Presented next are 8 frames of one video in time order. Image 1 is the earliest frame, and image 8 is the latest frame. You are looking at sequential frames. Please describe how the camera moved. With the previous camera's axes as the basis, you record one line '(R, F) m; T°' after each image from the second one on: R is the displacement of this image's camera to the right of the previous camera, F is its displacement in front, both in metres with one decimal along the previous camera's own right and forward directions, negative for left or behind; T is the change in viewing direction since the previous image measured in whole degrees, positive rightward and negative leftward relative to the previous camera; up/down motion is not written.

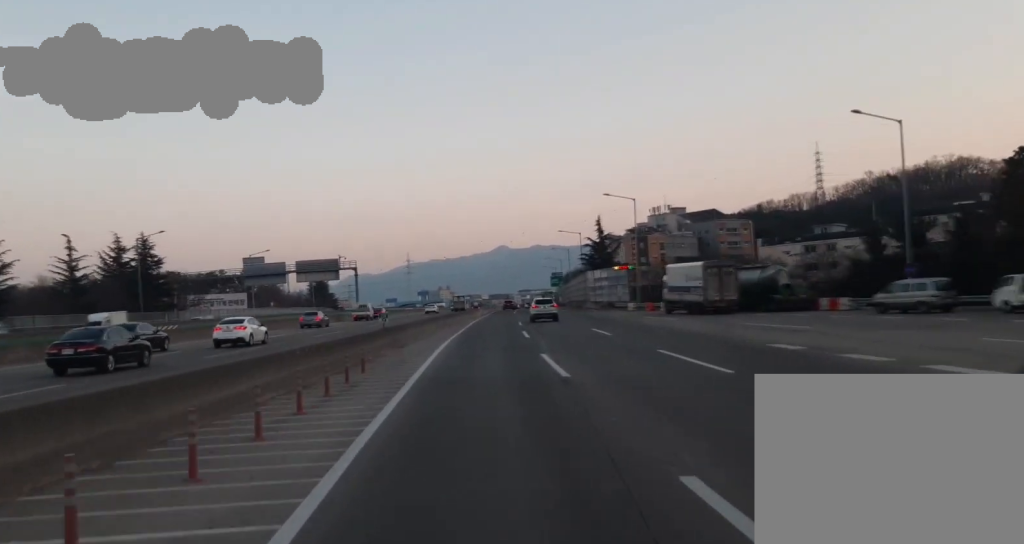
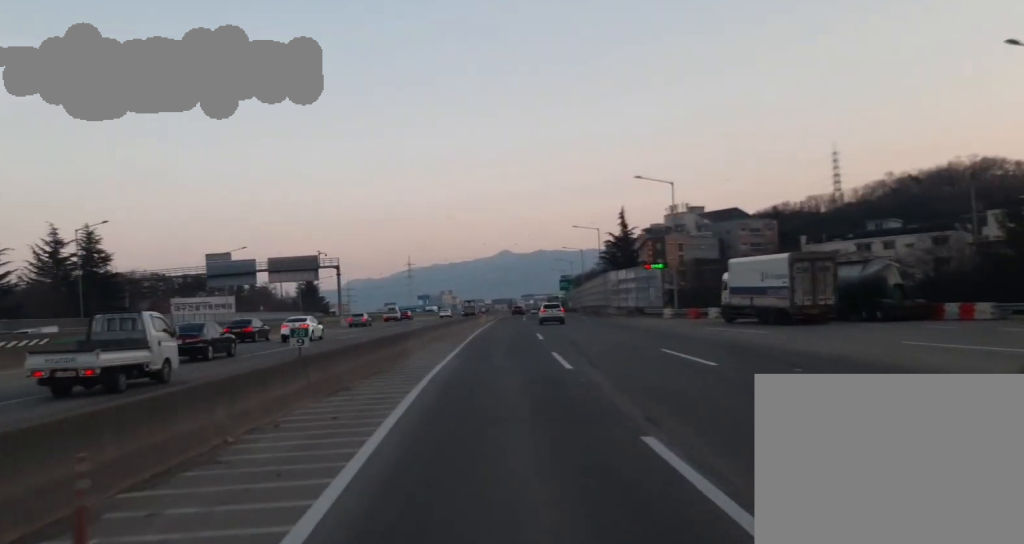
(0.0, +17.4) m; 0°
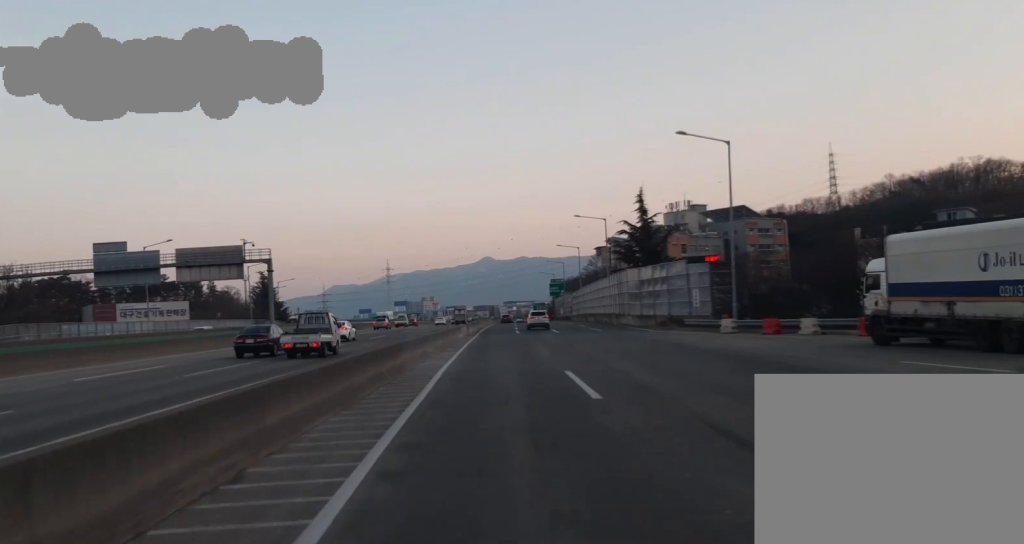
(0.0, +25.3) m; 0°
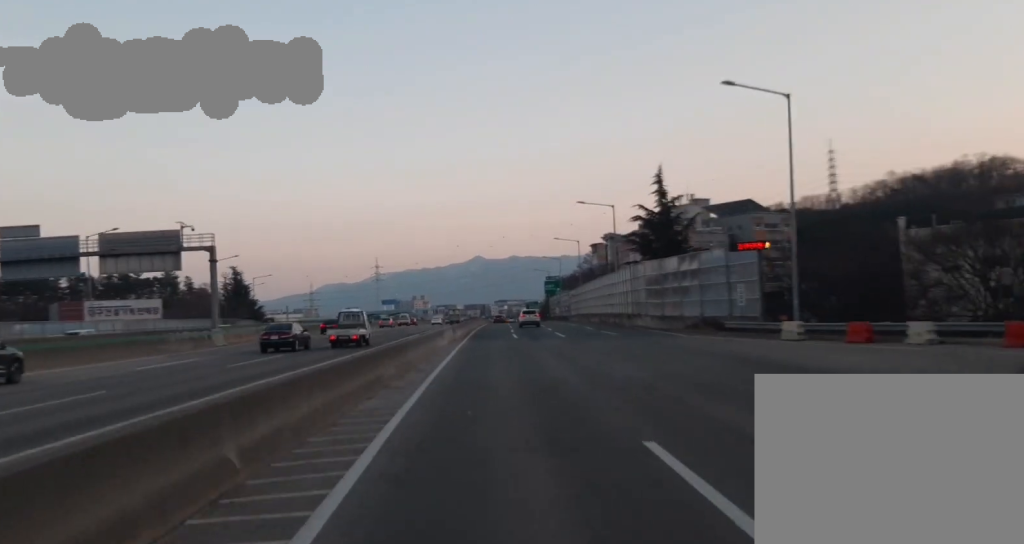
(0.0, +13.4) m; 0°
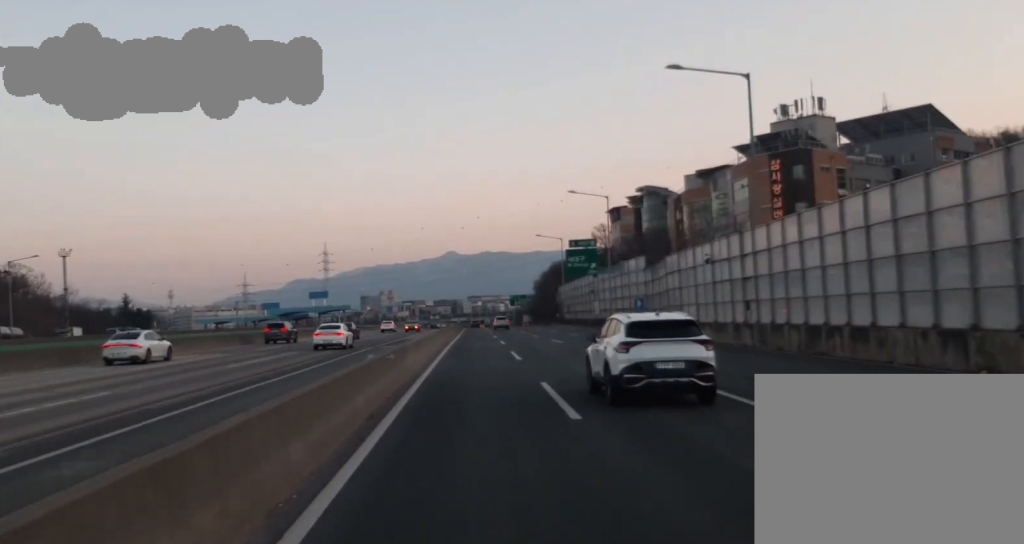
(+2.7, +97.4) m; +2°
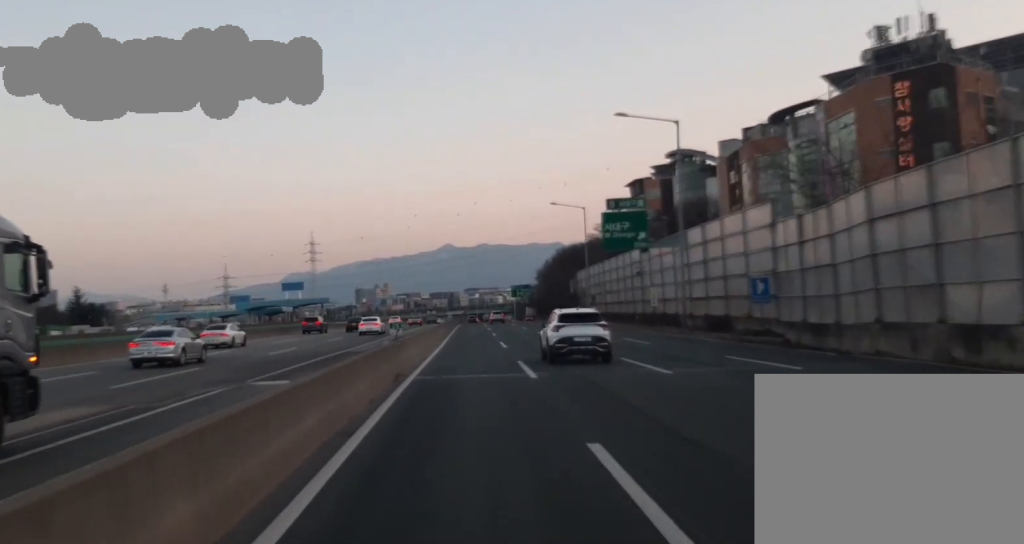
(0.0, +32.6) m; 0°
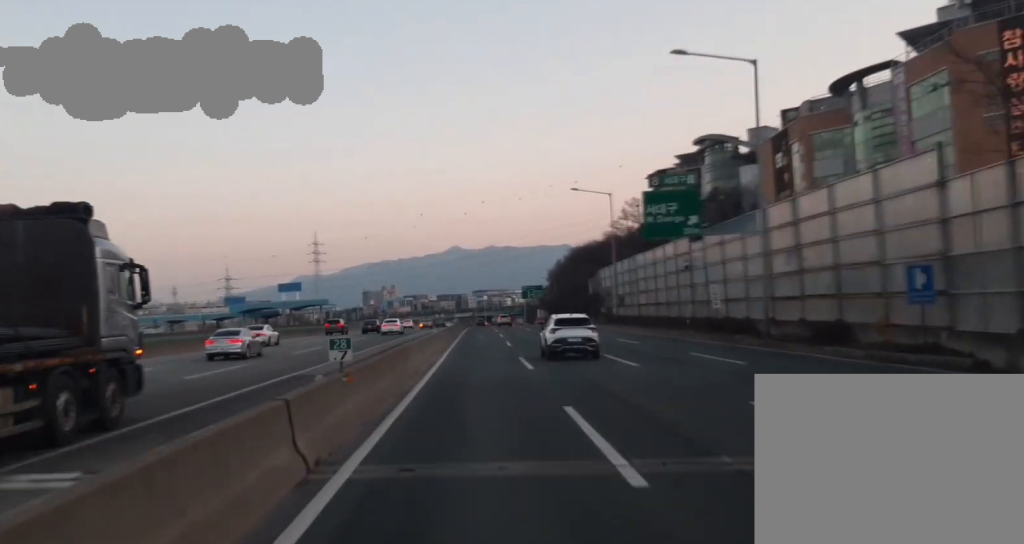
(0.0, +13.8) m; 0°
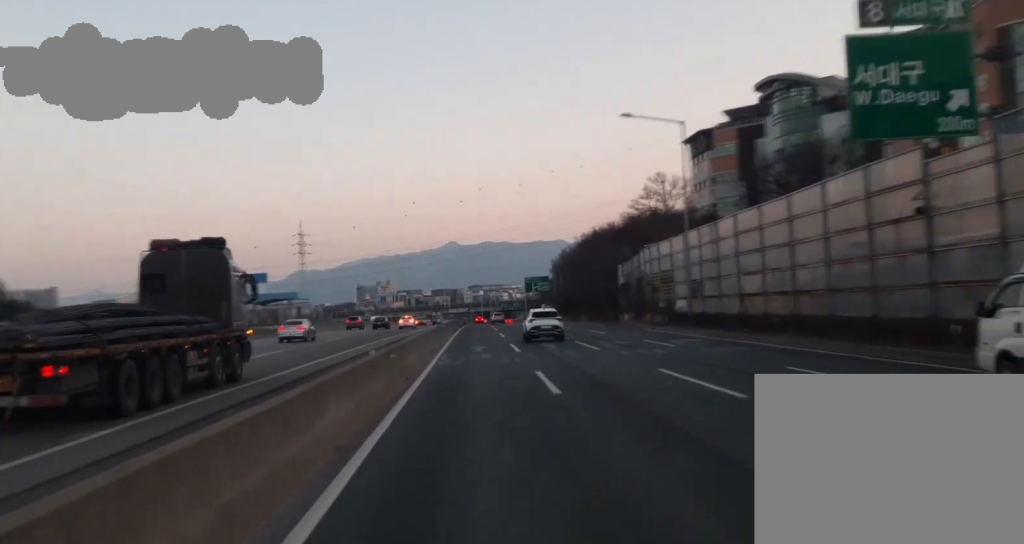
(-0.1, +32.1) m; 0°
